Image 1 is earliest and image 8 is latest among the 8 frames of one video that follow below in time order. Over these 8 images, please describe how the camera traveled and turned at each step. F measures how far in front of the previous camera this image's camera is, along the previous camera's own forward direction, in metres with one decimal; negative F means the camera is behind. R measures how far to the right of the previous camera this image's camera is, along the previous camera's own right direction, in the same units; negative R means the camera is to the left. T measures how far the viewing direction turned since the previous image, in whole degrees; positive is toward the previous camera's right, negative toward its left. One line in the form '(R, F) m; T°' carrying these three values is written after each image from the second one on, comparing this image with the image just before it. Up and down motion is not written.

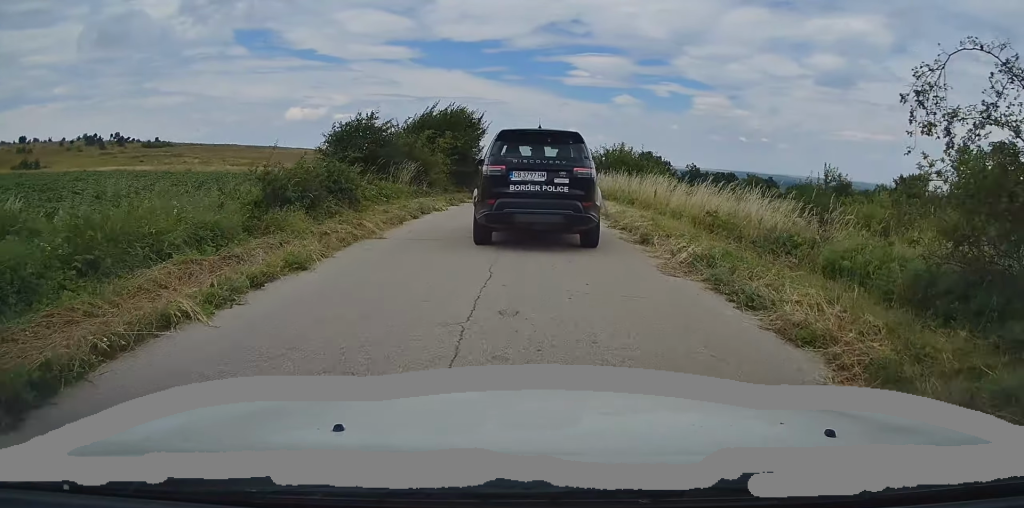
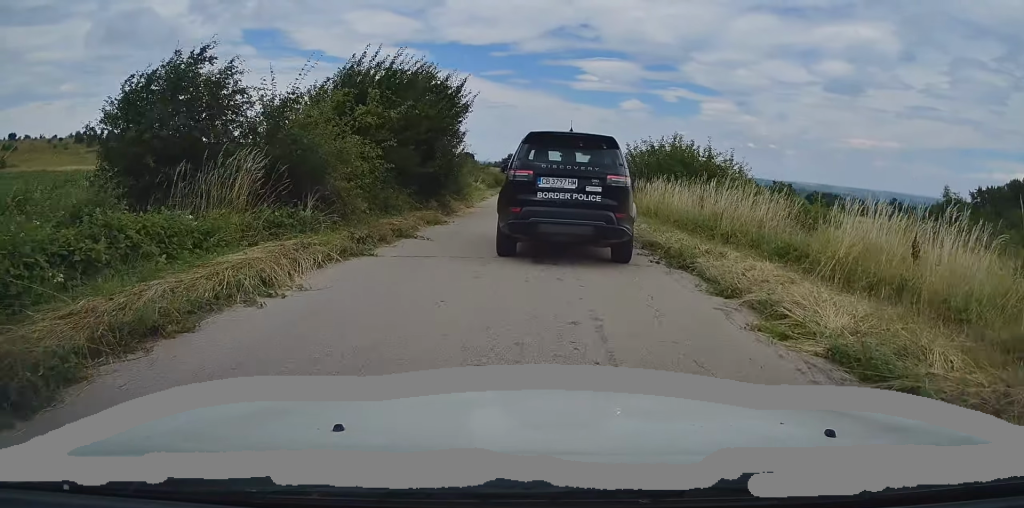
(0.0, +13.1) m; +1°
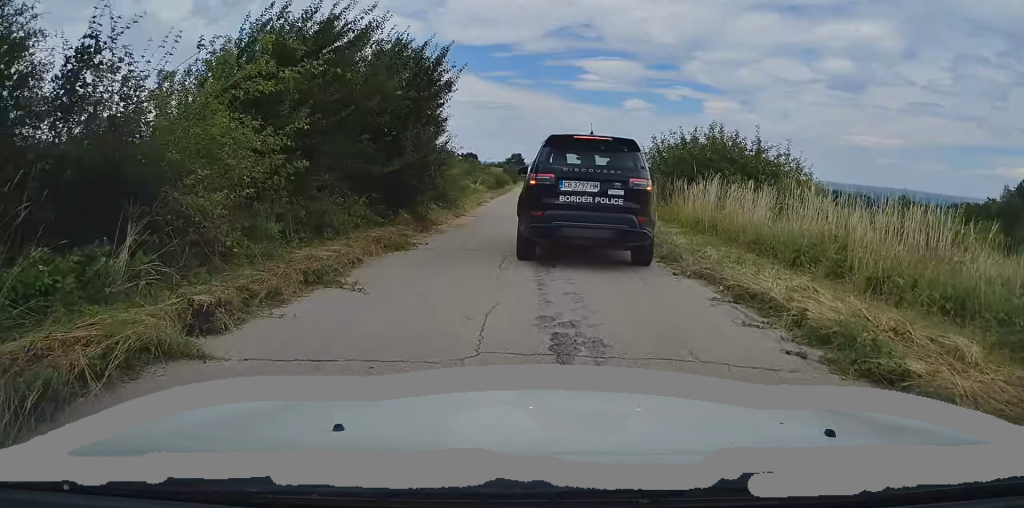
(+0.2, +5.1) m; -2°
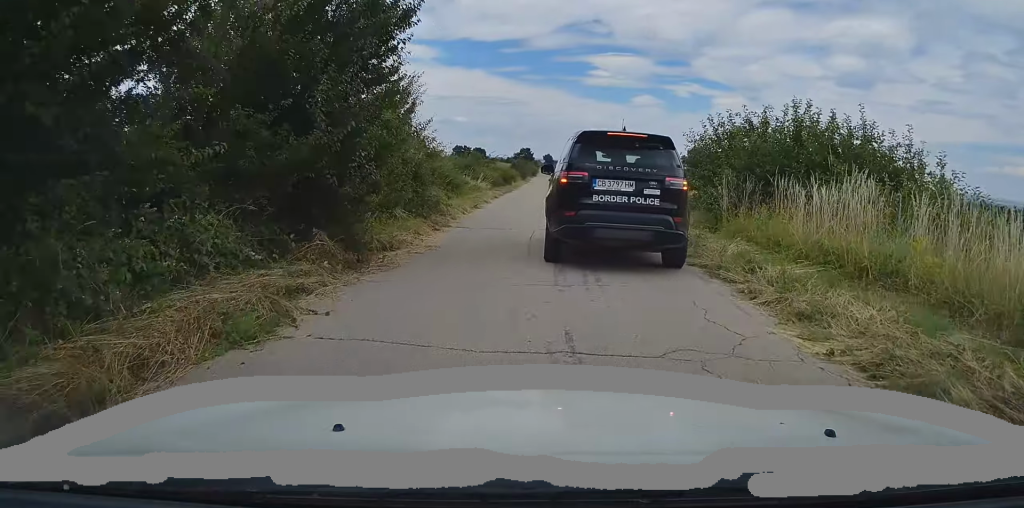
(-0.3, +6.3) m; -3°
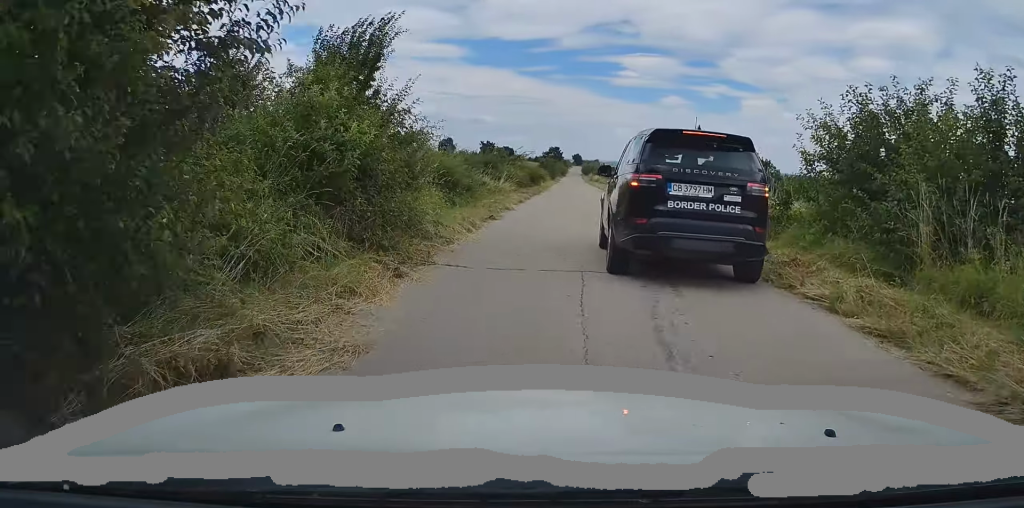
(-0.1, +6.5) m; -1°
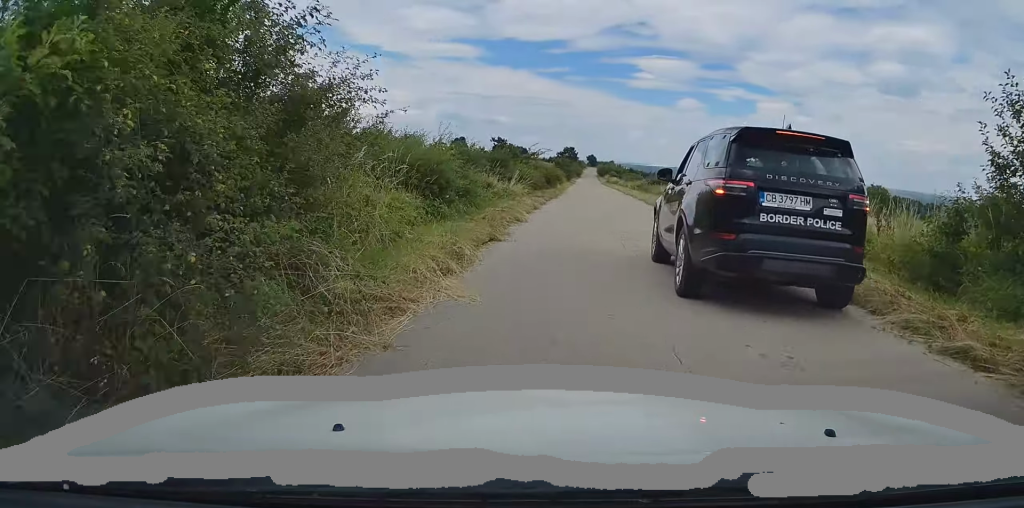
(0.0, +5.7) m; +1°
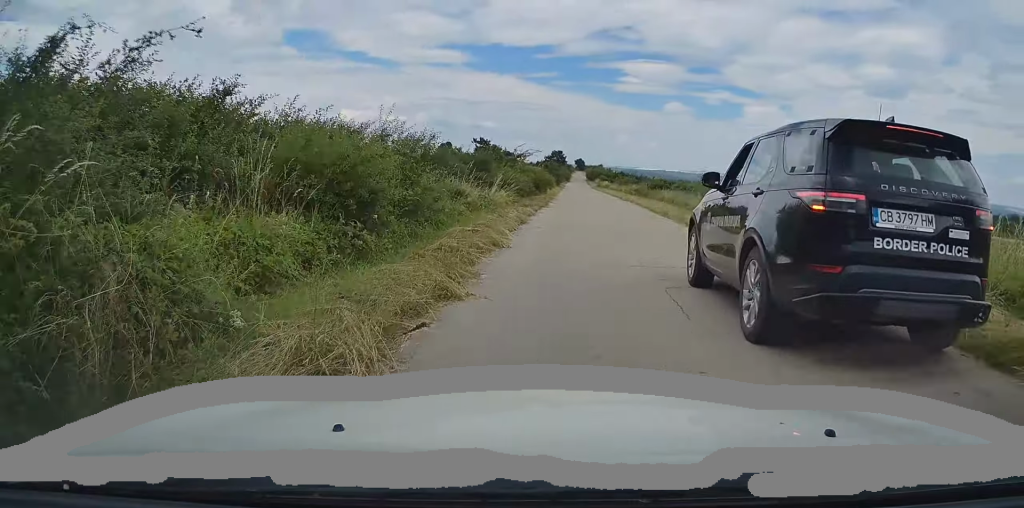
(+0.1, +5.3) m; +1°
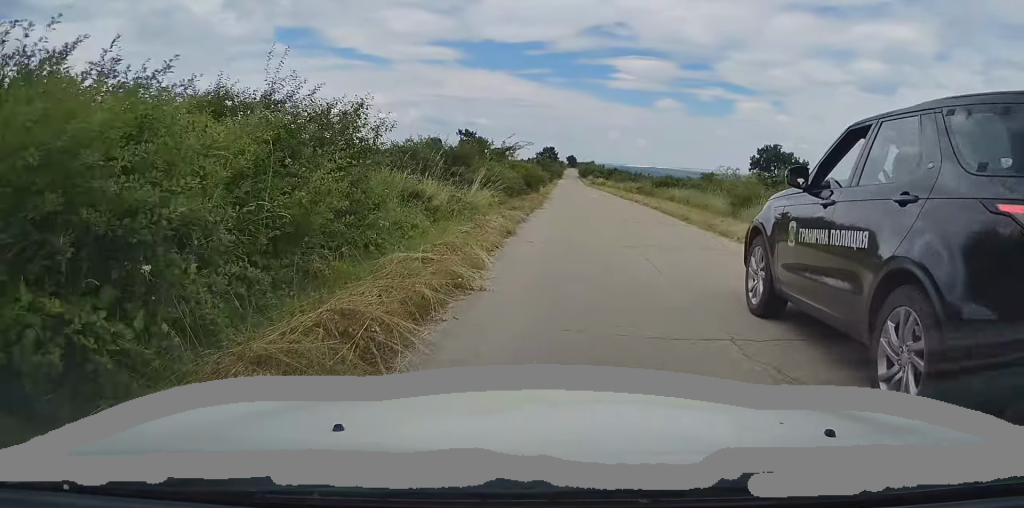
(0.0, +4.9) m; 0°
